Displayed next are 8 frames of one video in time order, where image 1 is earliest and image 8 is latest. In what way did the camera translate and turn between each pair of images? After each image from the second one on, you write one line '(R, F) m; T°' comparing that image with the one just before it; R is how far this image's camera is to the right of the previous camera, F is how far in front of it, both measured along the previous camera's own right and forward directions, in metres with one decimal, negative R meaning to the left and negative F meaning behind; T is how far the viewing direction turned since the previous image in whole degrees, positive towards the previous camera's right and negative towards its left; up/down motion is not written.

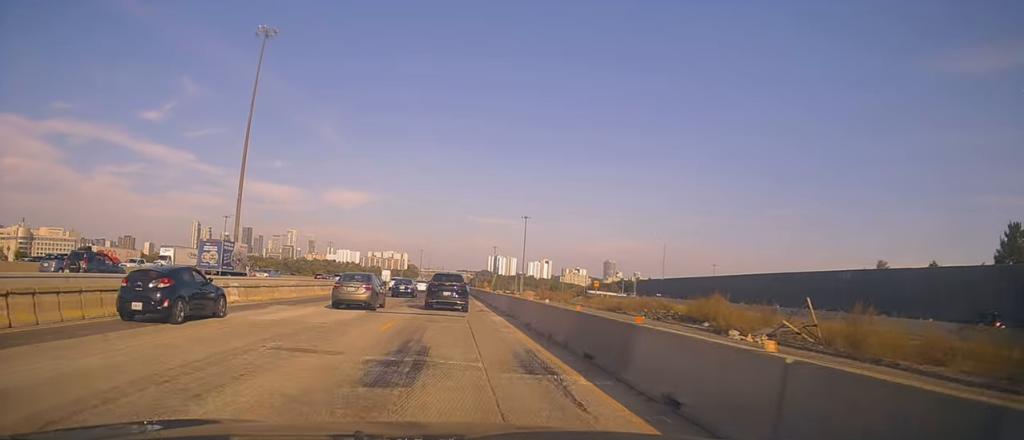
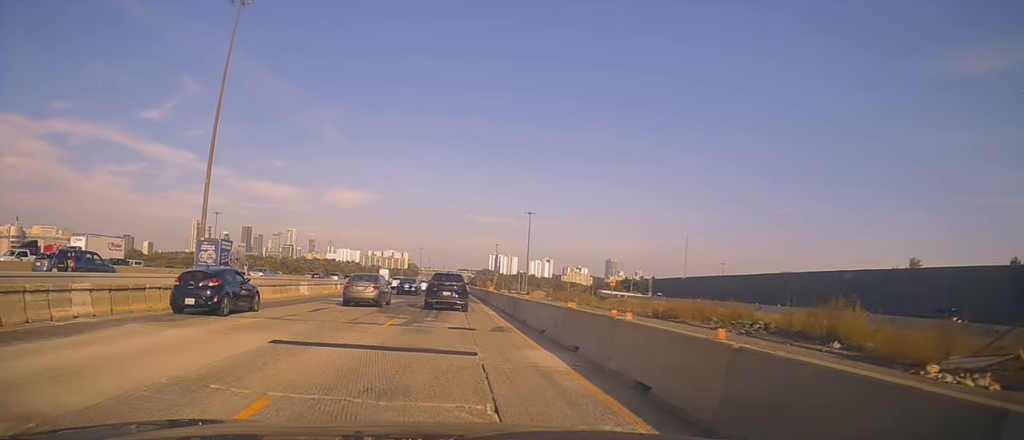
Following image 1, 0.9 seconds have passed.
(0.0, +11.5) m; +2°
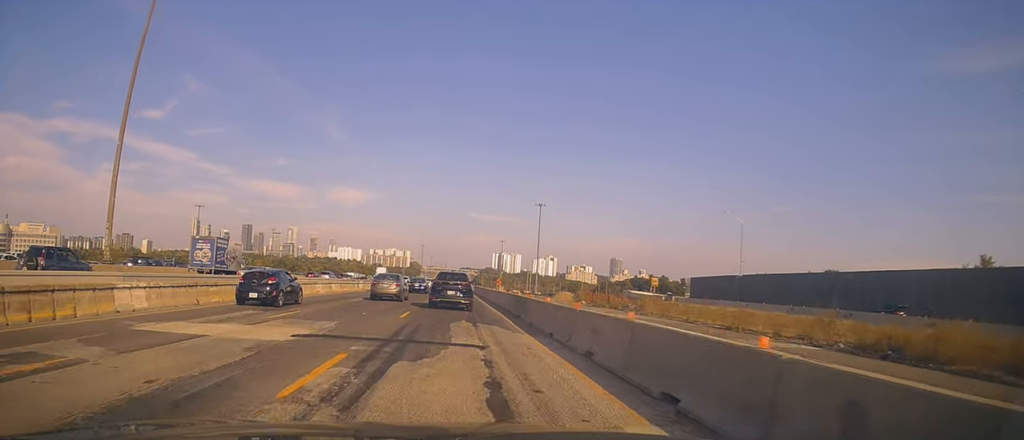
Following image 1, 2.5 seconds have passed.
(+0.8, +20.6) m; +2°
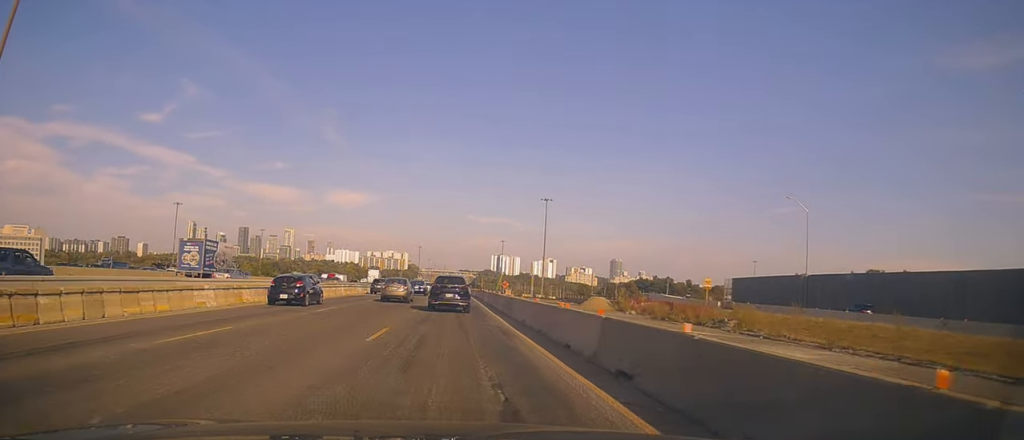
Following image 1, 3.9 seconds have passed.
(-1.1, +18.2) m; -3°
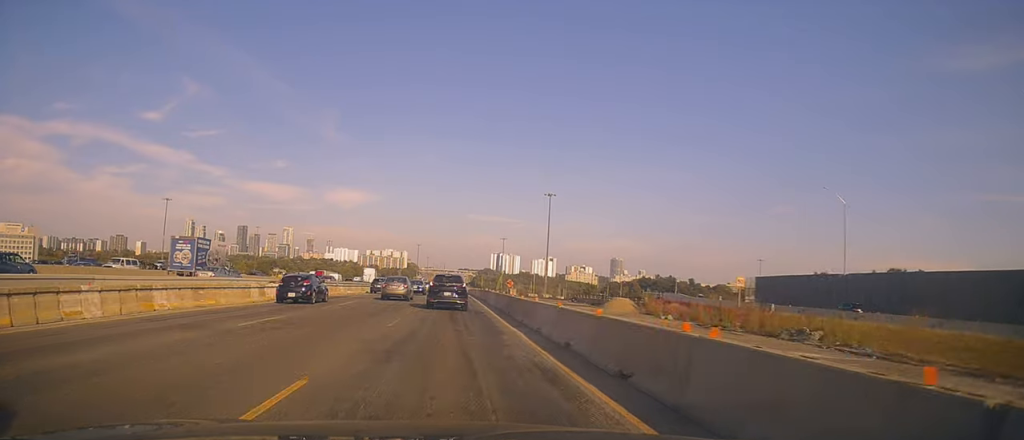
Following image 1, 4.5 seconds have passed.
(0.0, +7.8) m; +1°
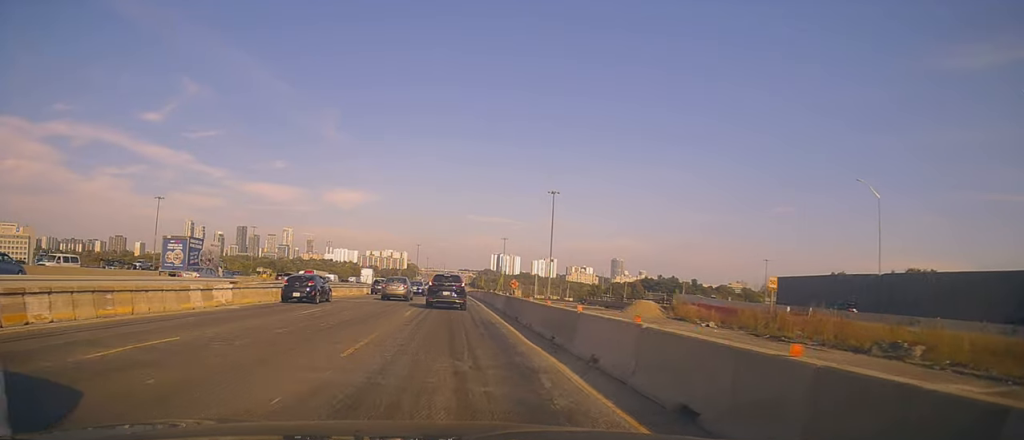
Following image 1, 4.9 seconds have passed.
(+0.4, +6.1) m; +1°
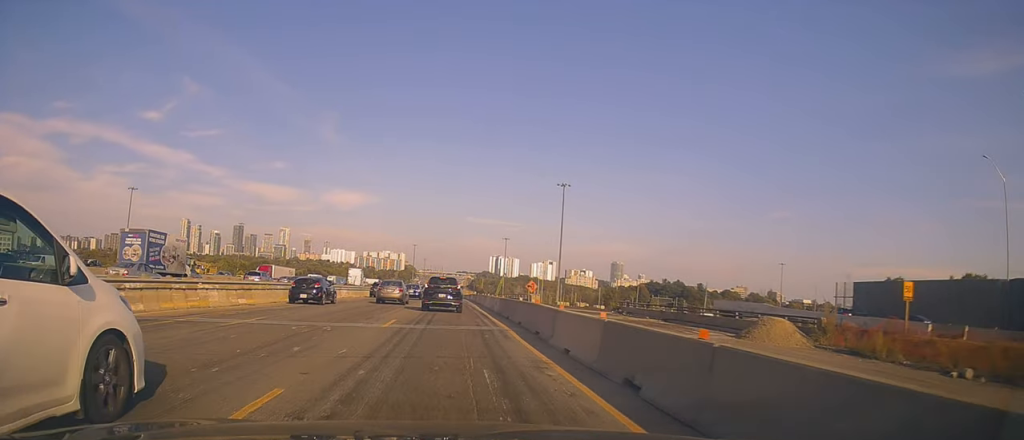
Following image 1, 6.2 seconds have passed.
(-0.3, +17.5) m; -2°
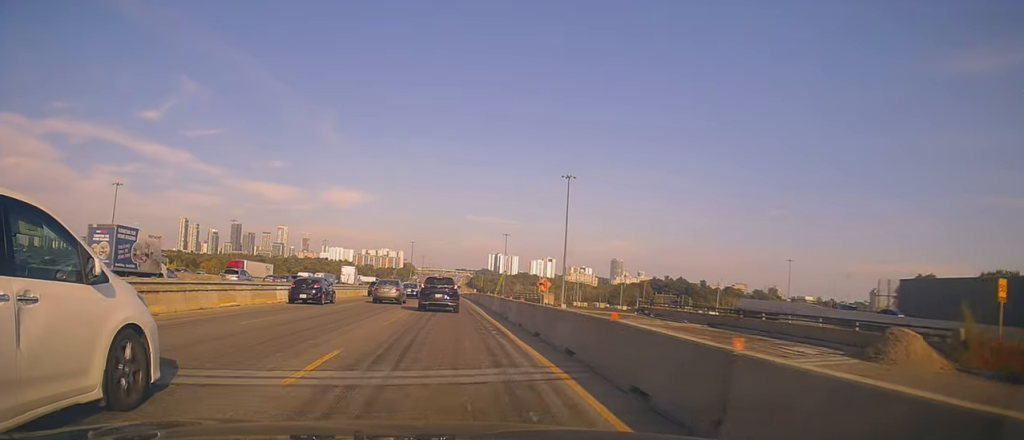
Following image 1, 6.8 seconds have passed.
(0.0, +8.4) m; 0°
